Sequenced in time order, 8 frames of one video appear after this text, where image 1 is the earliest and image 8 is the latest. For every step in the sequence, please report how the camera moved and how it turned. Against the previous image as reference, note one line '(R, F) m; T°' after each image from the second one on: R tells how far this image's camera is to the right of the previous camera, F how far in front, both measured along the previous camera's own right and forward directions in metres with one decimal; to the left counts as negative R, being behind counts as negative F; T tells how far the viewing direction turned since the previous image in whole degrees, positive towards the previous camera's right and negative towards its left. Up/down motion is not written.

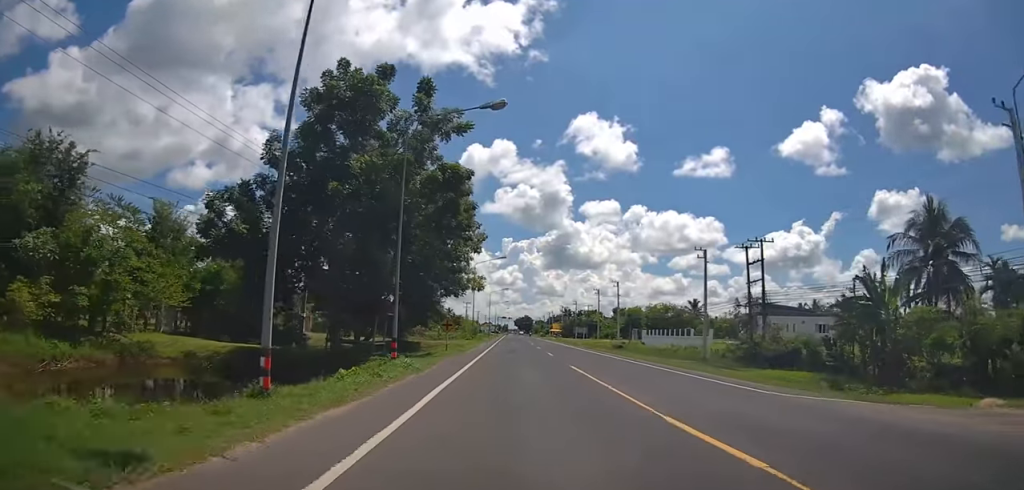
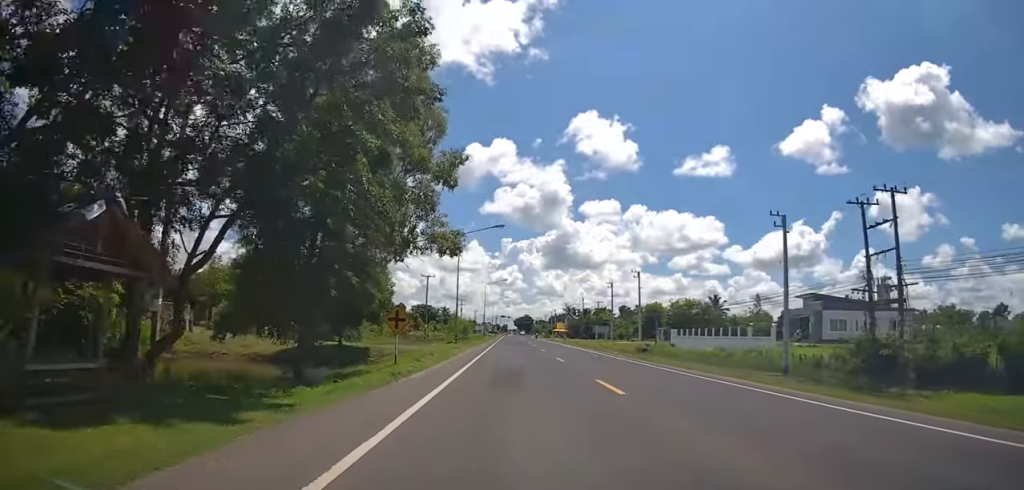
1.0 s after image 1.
(+0.4, +18.4) m; +2°
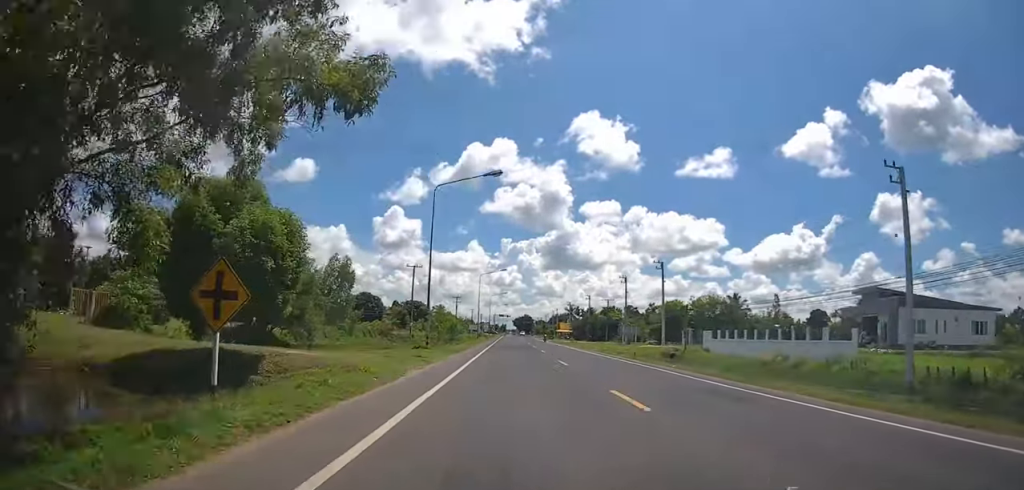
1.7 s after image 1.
(+0.2, +14.5) m; +1°
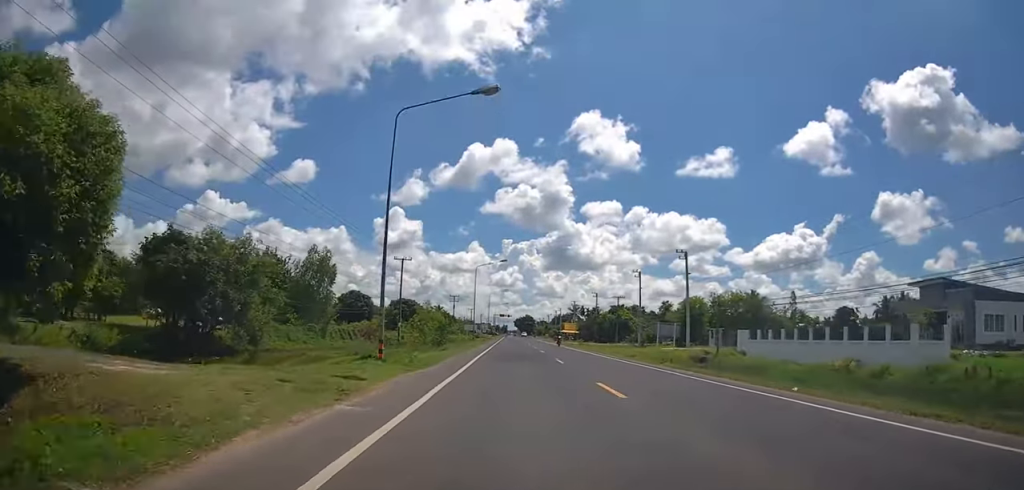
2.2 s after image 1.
(0.0, +10.3) m; 0°
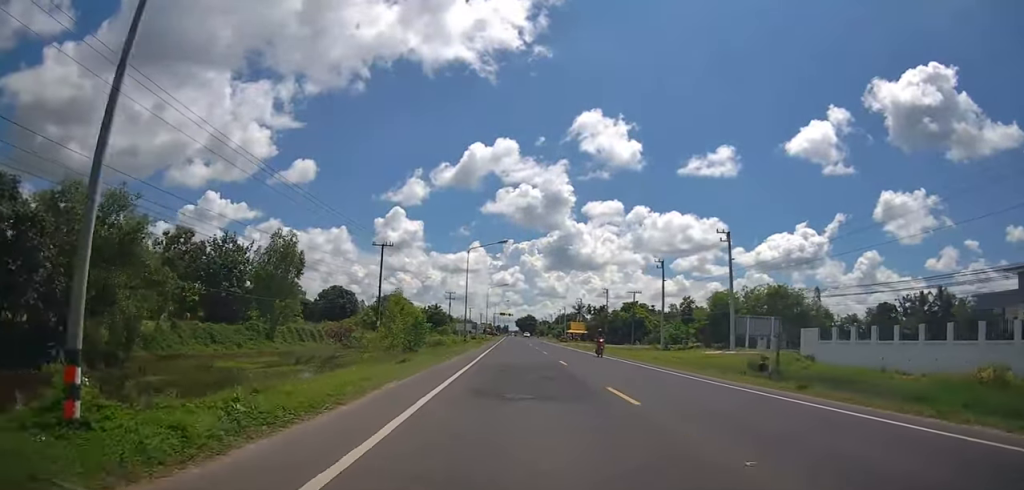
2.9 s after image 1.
(0.0, +13.3) m; -2°
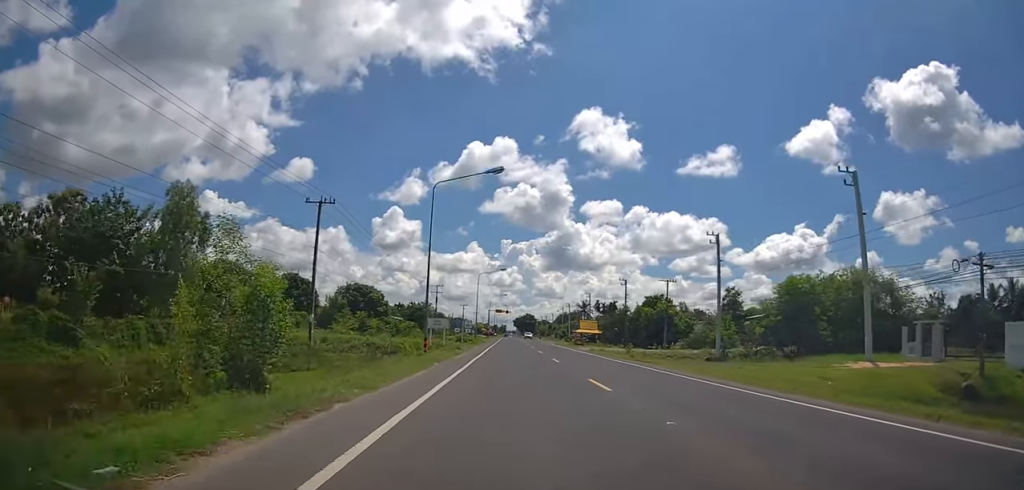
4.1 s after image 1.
(-0.7, +22.0) m; -1°
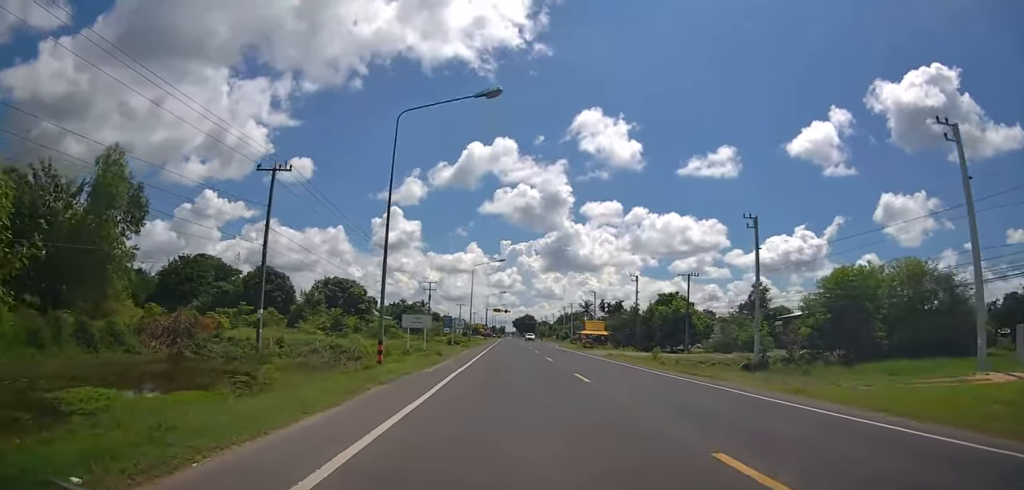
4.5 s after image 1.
(+0.1, +9.4) m; +1°
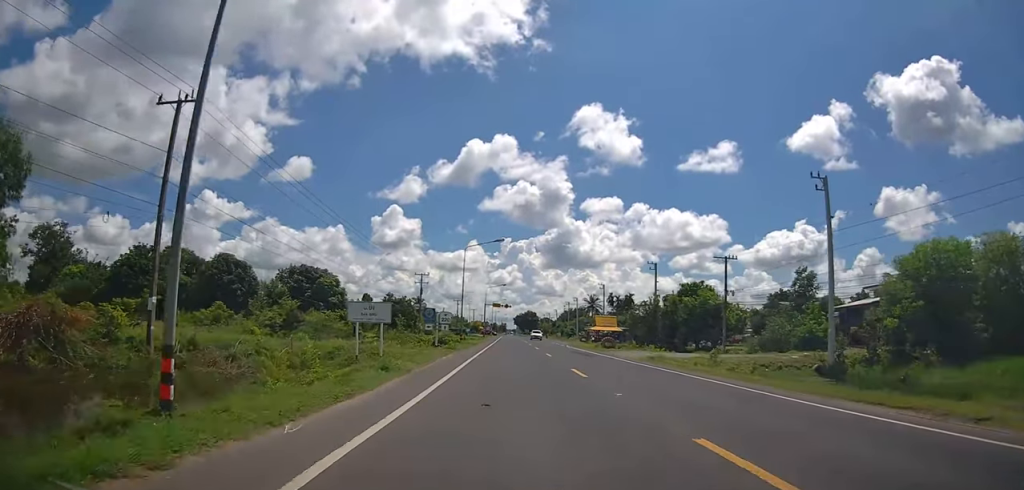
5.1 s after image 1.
(+0.4, +11.7) m; +2°
